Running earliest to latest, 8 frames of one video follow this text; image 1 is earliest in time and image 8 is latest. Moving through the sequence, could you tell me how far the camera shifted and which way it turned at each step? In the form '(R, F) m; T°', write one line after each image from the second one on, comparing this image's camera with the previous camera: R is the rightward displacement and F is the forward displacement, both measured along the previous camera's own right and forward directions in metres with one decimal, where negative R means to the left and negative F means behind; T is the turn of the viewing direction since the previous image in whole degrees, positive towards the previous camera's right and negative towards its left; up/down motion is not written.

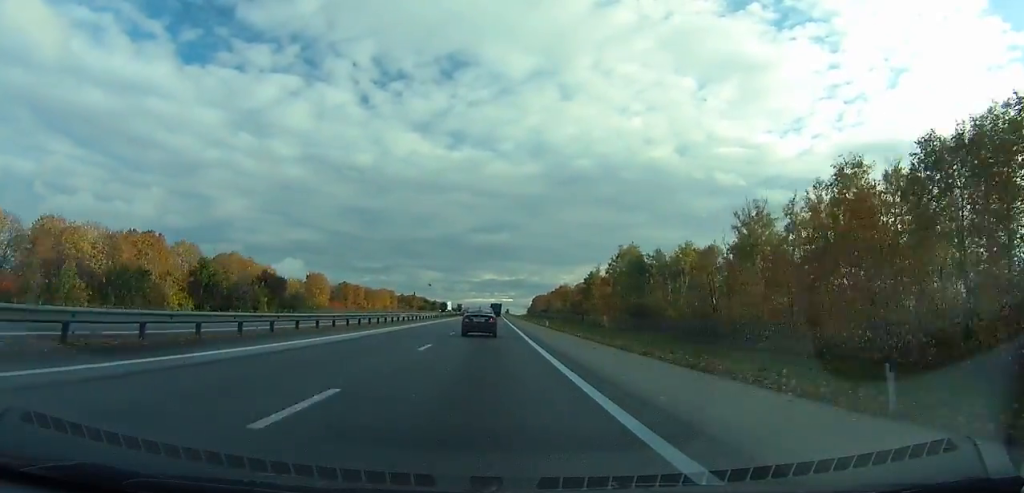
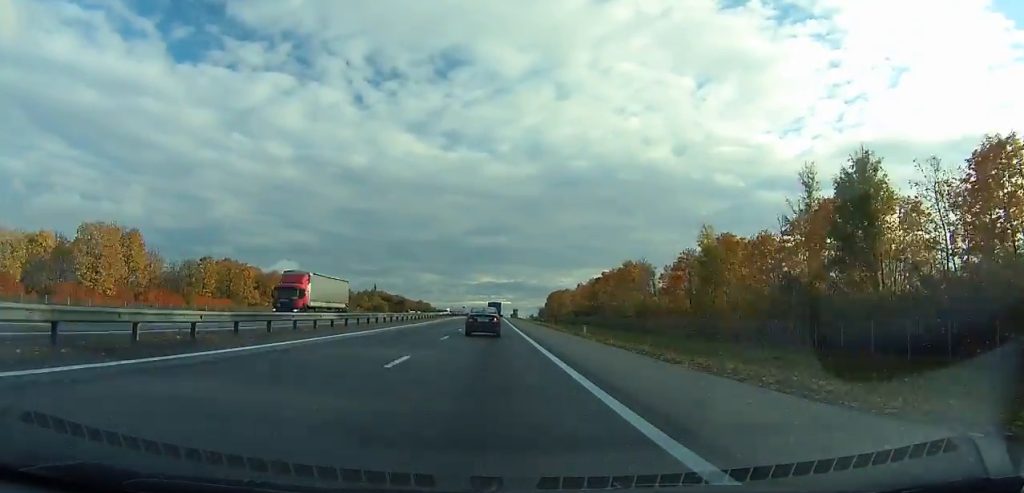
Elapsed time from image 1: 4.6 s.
(+0.1, +127.5) m; 0°
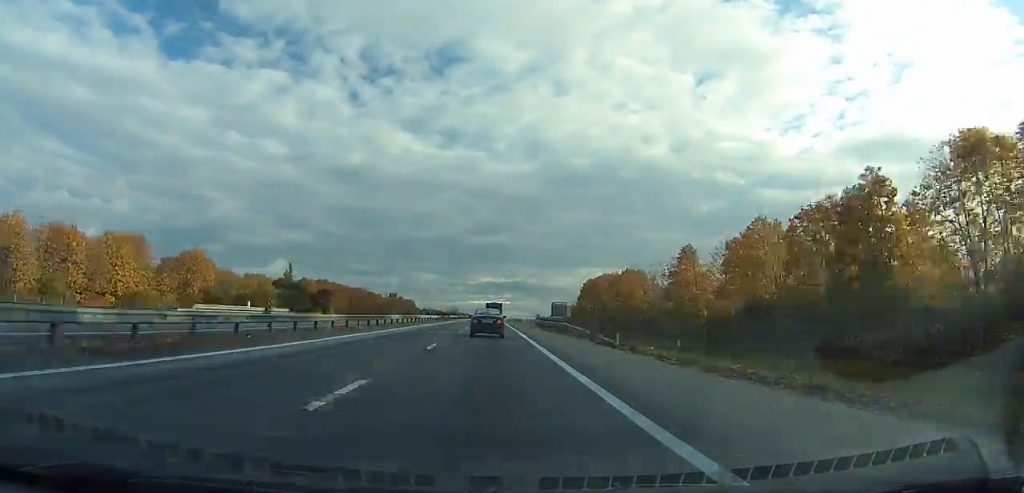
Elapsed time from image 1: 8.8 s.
(0.0, +114.4) m; 0°
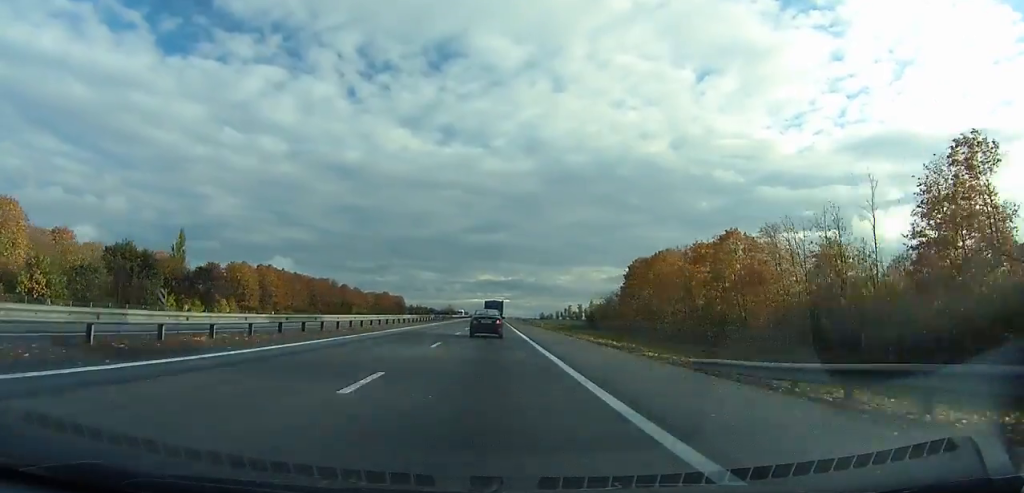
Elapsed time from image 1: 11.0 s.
(+0.1, +59.0) m; 0°
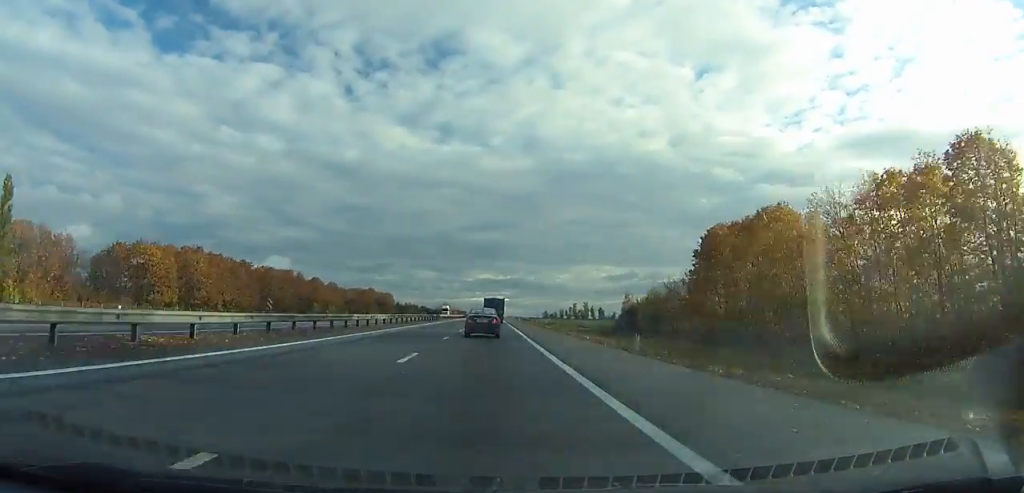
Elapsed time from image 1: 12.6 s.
(+0.1, +42.6) m; 0°
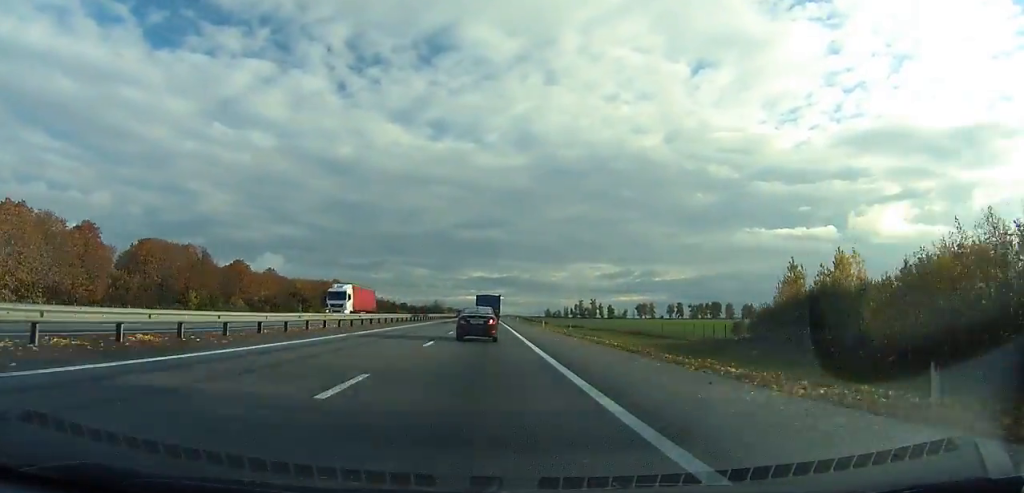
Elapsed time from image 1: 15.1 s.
(+0.1, +64.8) m; 0°
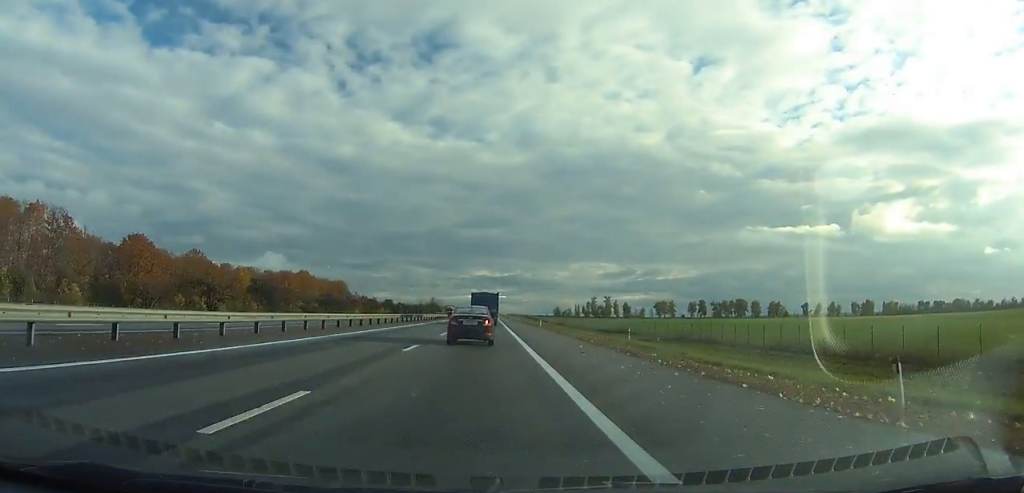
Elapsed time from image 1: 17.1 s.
(0.0, +50.4) m; 0°
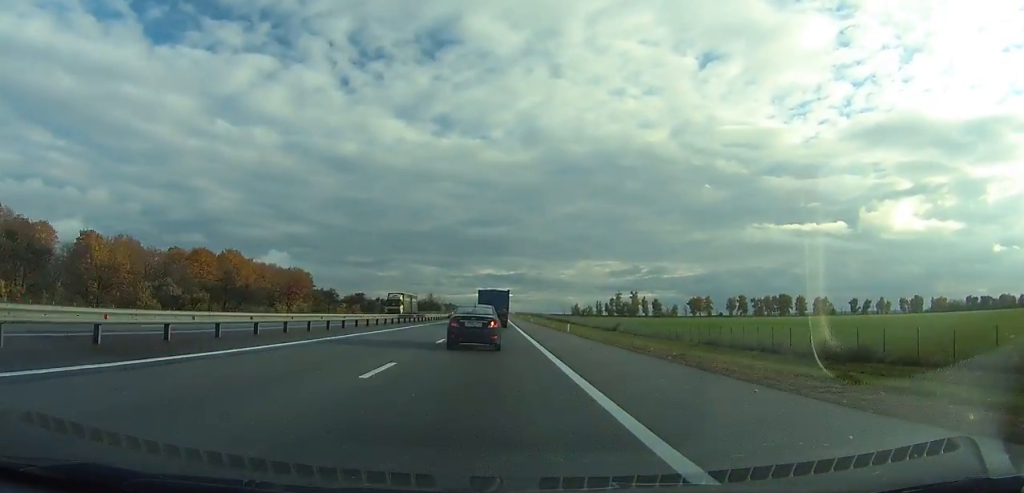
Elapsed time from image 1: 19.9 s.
(-0.1, +68.4) m; 0°
